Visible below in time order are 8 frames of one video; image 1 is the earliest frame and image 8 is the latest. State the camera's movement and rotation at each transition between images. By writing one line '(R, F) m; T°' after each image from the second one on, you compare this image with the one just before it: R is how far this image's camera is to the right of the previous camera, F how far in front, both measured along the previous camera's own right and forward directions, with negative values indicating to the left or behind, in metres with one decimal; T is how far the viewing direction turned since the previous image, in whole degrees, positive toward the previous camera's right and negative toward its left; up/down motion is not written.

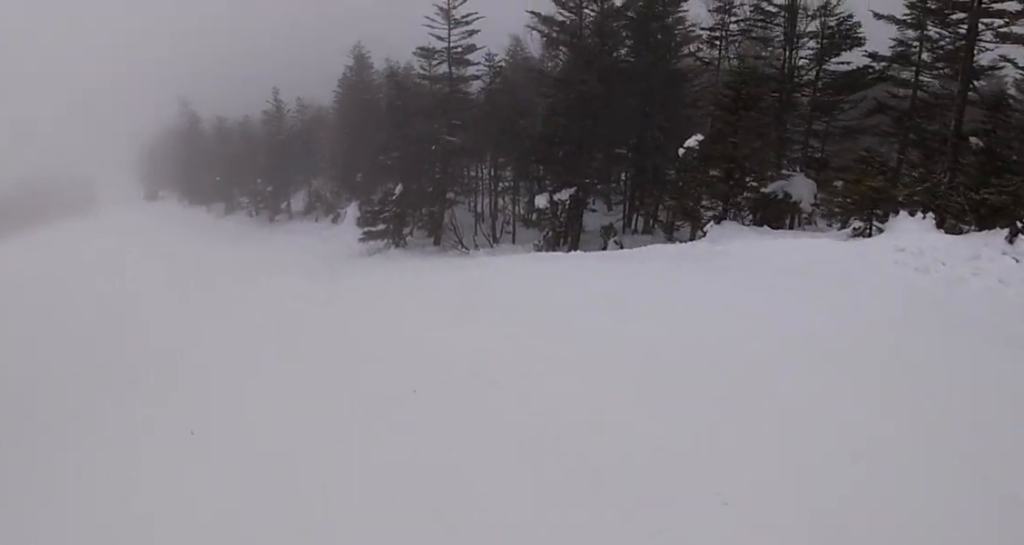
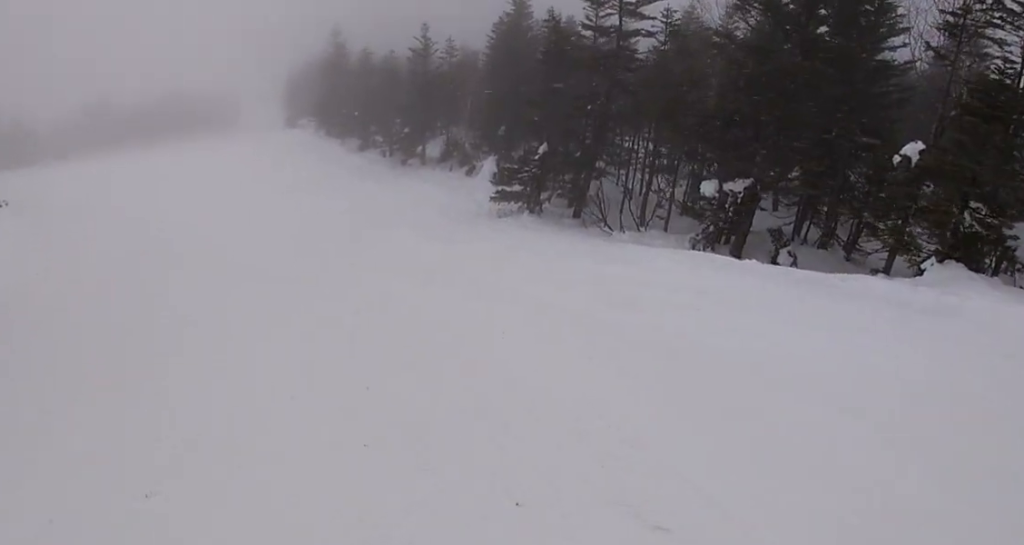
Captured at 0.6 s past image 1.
(-0.2, +2.6) m; -4°
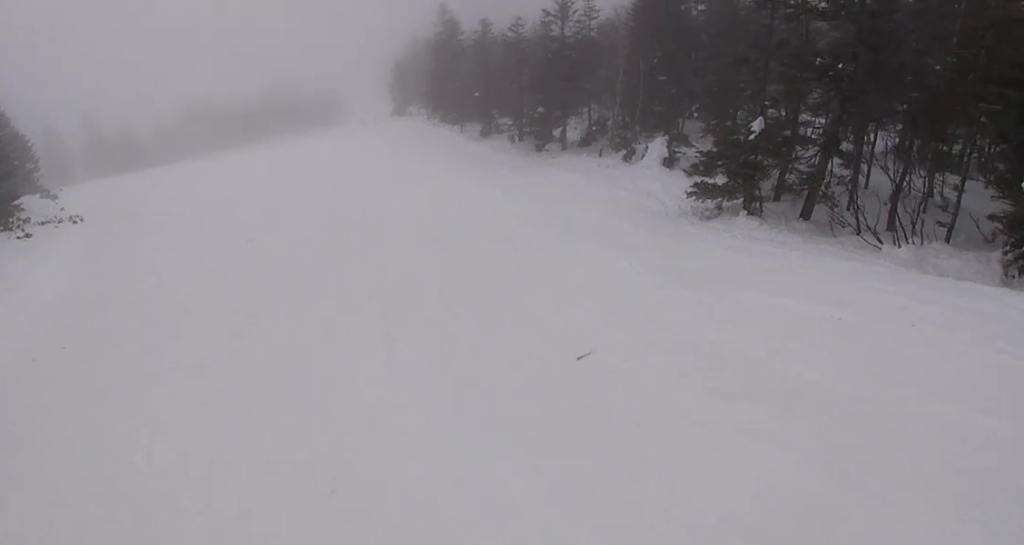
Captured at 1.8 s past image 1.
(-0.2, +6.4) m; +7°
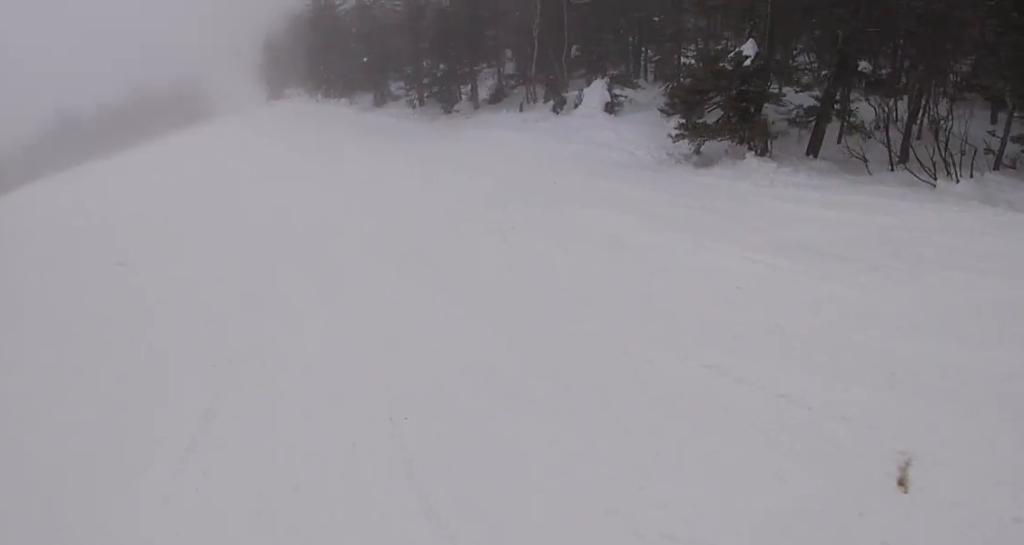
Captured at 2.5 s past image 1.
(+0.3, +4.0) m; +10°
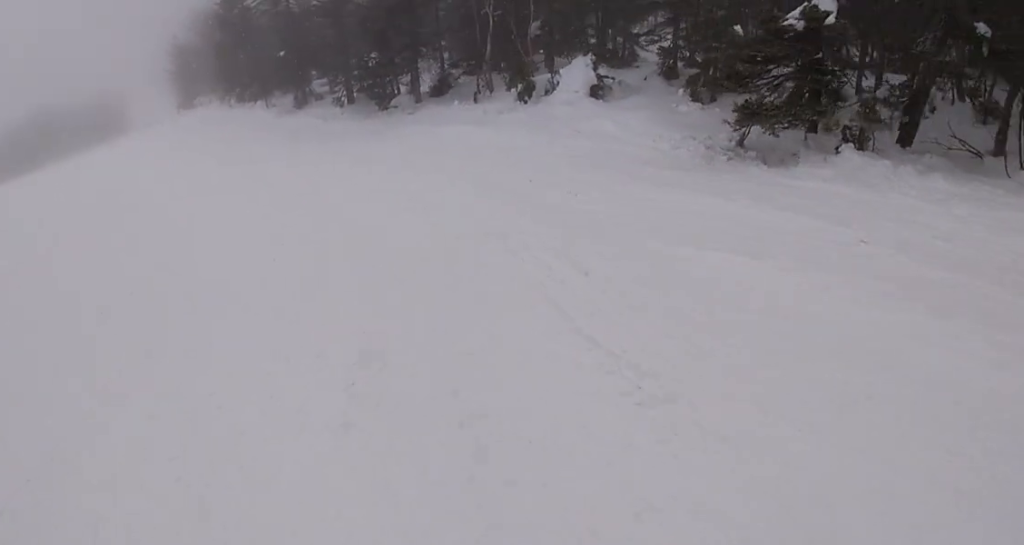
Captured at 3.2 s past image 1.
(+0.3, +4.3) m; +11°
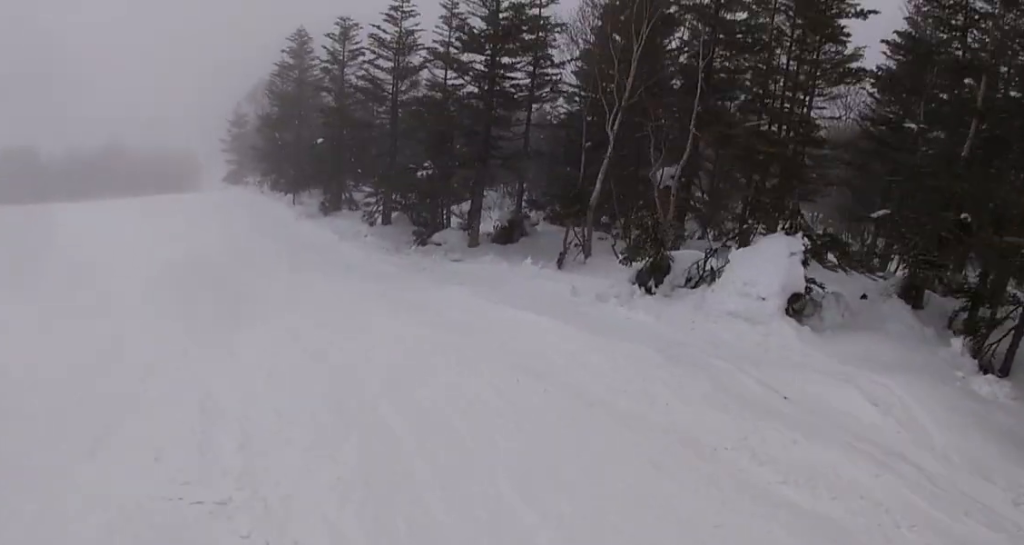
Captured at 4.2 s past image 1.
(+0.8, +7.3) m; -16°
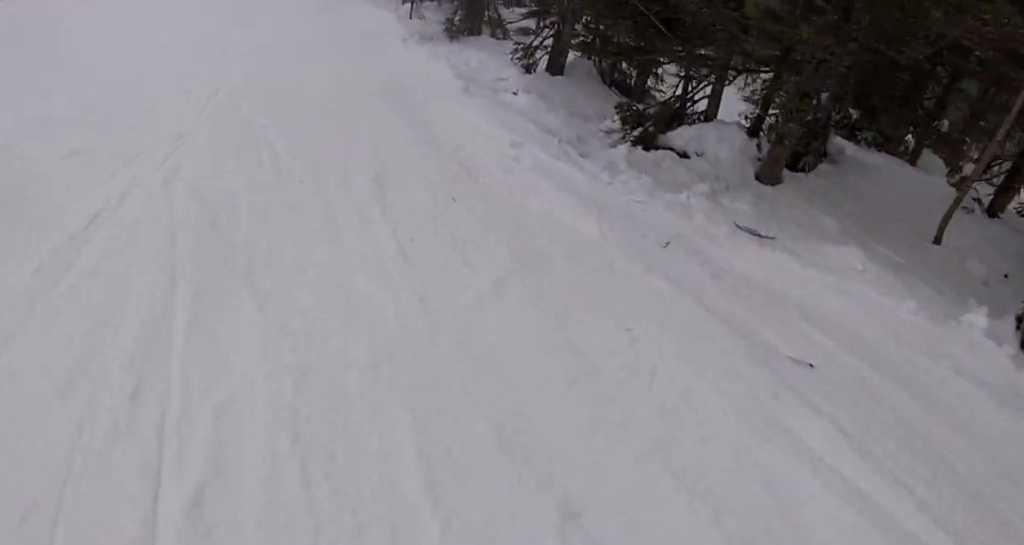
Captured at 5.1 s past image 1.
(-2.6, +6.7) m; -32°
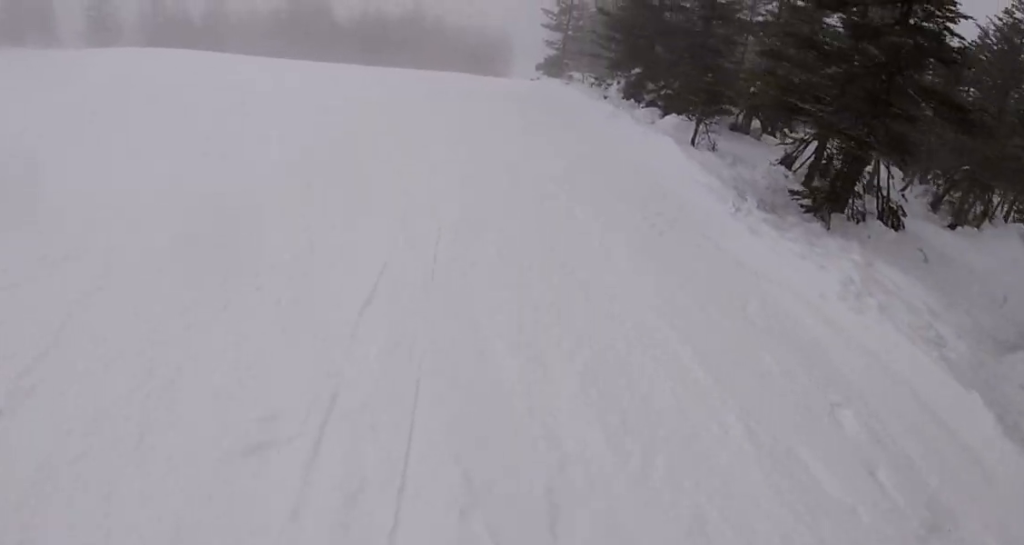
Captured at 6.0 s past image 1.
(-1.3, +6.8) m; -7°
